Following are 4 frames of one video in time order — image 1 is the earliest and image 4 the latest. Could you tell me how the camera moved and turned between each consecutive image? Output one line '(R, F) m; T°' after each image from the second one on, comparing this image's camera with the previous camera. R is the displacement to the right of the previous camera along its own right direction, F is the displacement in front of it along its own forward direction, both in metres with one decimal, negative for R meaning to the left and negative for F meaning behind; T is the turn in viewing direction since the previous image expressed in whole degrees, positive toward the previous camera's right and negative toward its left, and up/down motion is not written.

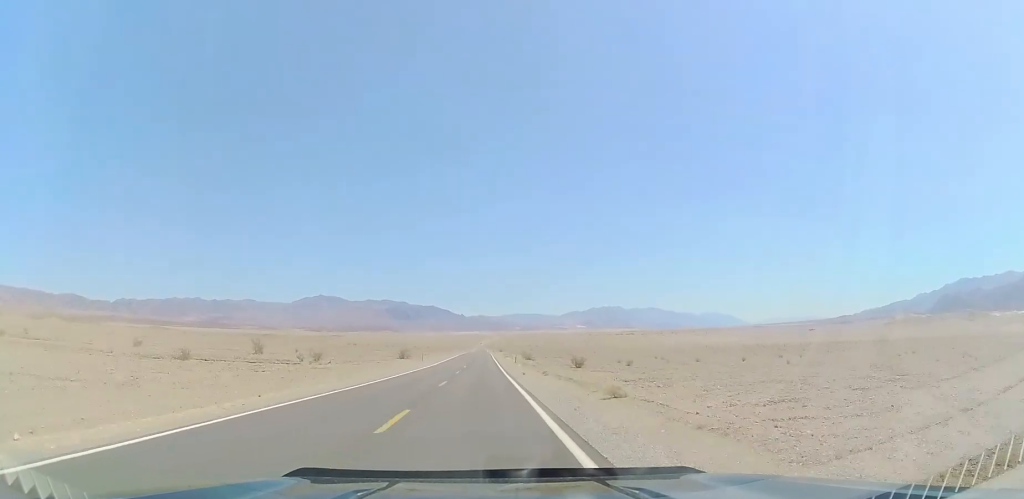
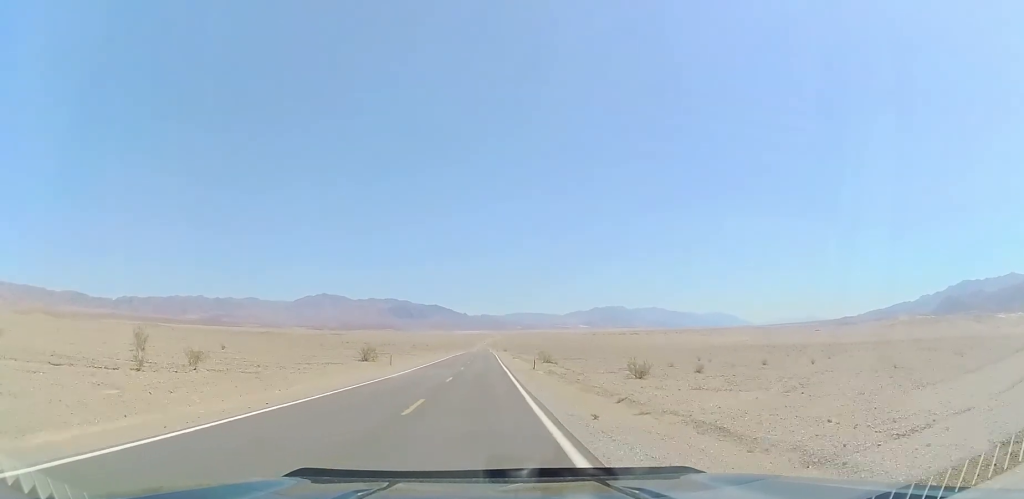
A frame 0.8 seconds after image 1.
(0.0, +25.6) m; 0°
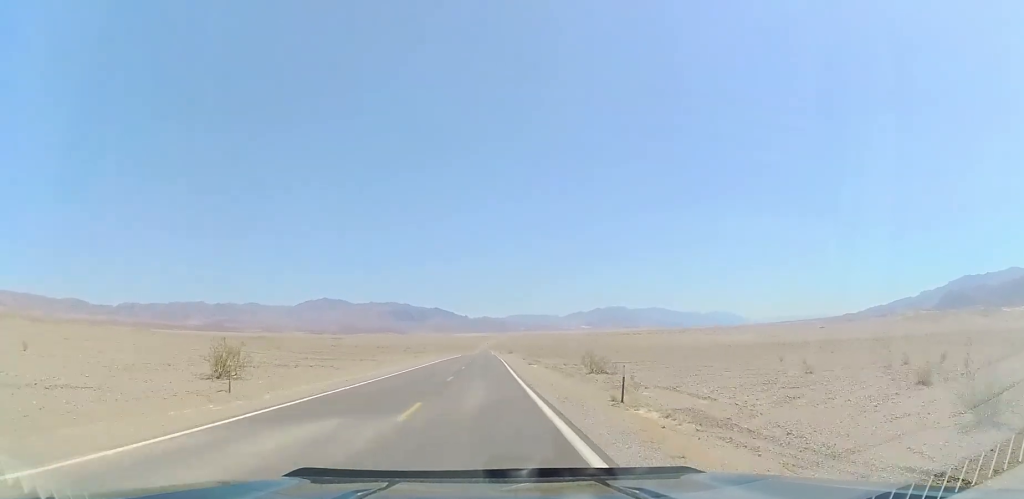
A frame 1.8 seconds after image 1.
(0.0, +30.8) m; 0°
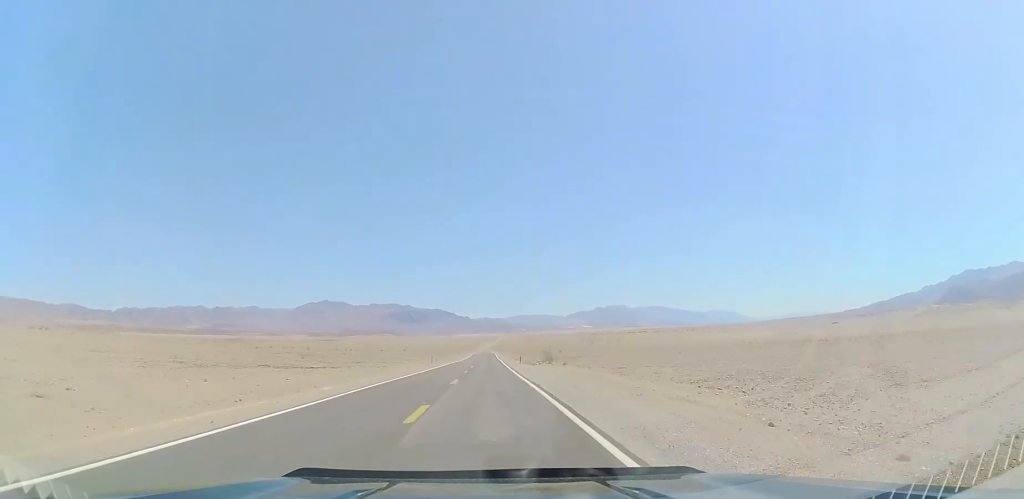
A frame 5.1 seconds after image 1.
(+1.5, +101.3) m; +1°
